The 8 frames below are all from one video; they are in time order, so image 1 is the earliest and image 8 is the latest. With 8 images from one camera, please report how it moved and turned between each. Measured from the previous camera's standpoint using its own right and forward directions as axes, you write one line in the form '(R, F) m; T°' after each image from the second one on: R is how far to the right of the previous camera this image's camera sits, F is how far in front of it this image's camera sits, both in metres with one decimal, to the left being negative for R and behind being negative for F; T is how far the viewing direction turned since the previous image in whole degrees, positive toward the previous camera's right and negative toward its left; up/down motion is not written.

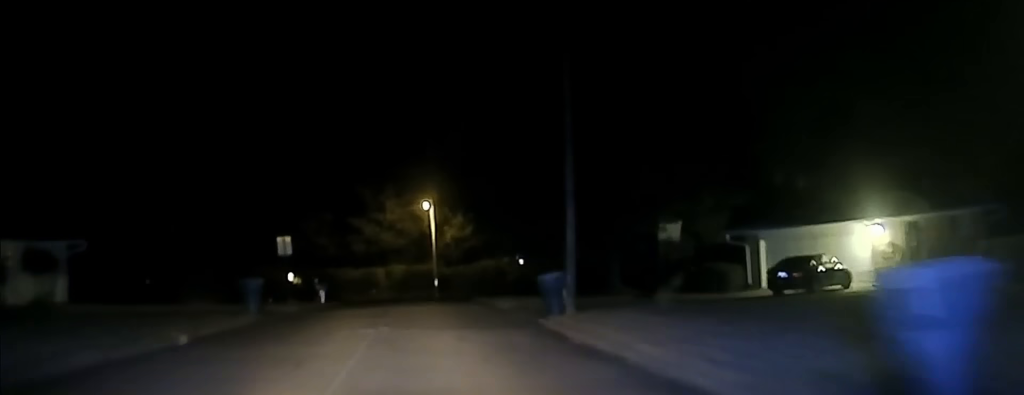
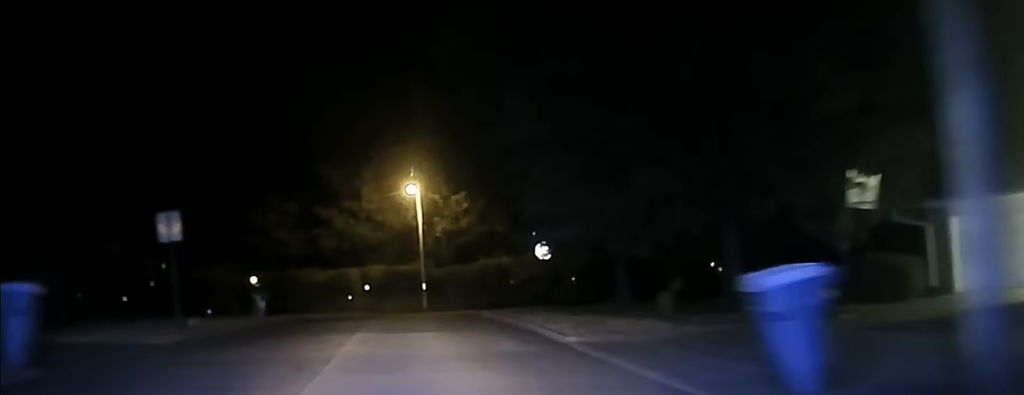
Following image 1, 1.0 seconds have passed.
(+0.2, +15.4) m; +1°
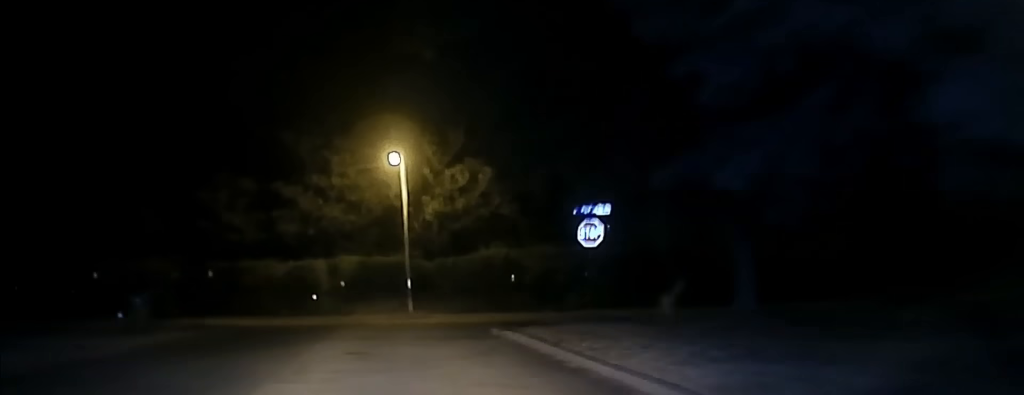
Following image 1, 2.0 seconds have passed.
(+0.1, +13.2) m; +1°
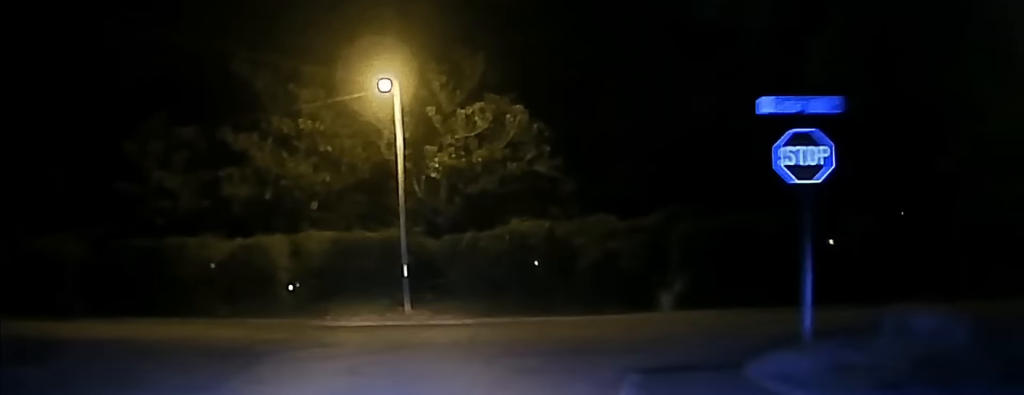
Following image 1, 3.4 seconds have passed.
(+0.2, +14.6) m; +11°
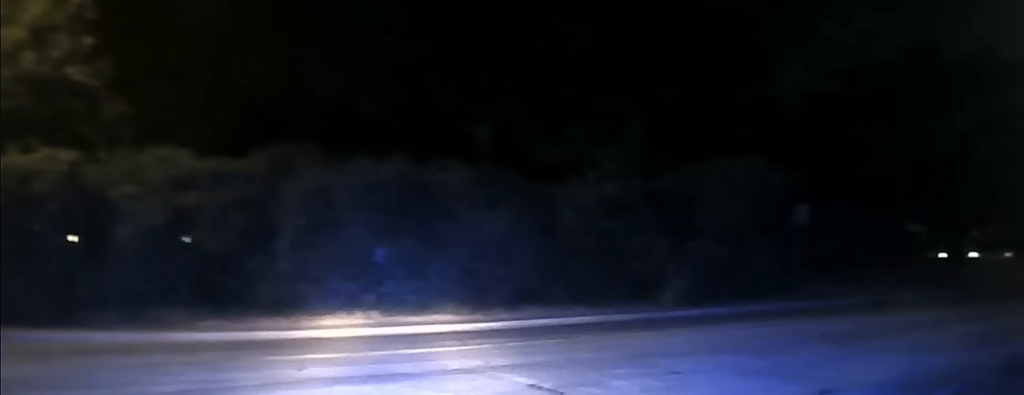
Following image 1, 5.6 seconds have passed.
(+5.7, +14.2) m; +49°
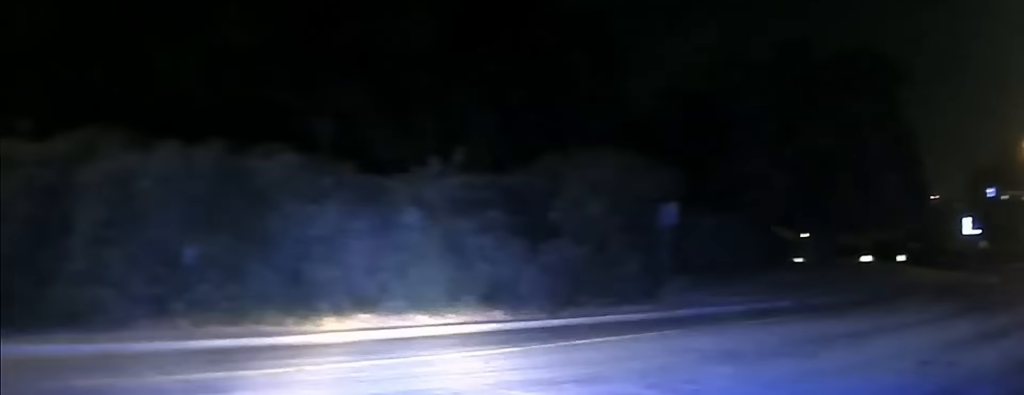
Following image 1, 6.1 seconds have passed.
(+0.5, +2.9) m; +11°
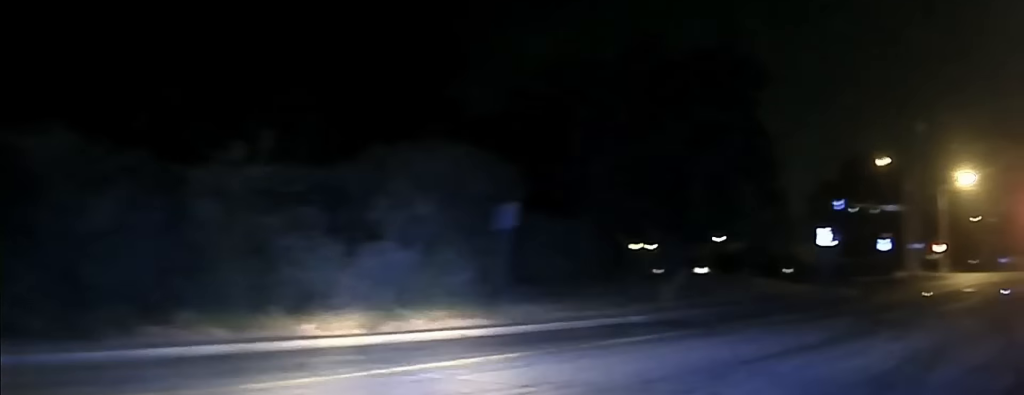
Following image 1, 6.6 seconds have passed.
(+0.3, +3.3) m; +9°
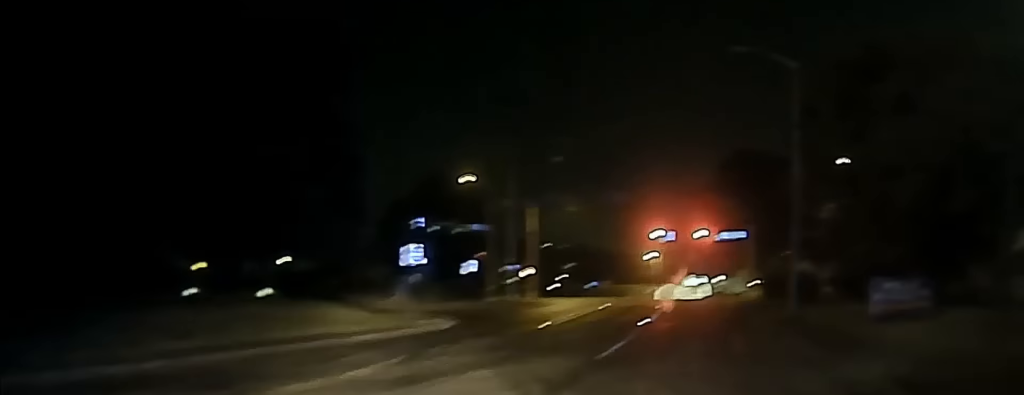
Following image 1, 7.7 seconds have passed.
(+1.3, +9.8) m; +13°
